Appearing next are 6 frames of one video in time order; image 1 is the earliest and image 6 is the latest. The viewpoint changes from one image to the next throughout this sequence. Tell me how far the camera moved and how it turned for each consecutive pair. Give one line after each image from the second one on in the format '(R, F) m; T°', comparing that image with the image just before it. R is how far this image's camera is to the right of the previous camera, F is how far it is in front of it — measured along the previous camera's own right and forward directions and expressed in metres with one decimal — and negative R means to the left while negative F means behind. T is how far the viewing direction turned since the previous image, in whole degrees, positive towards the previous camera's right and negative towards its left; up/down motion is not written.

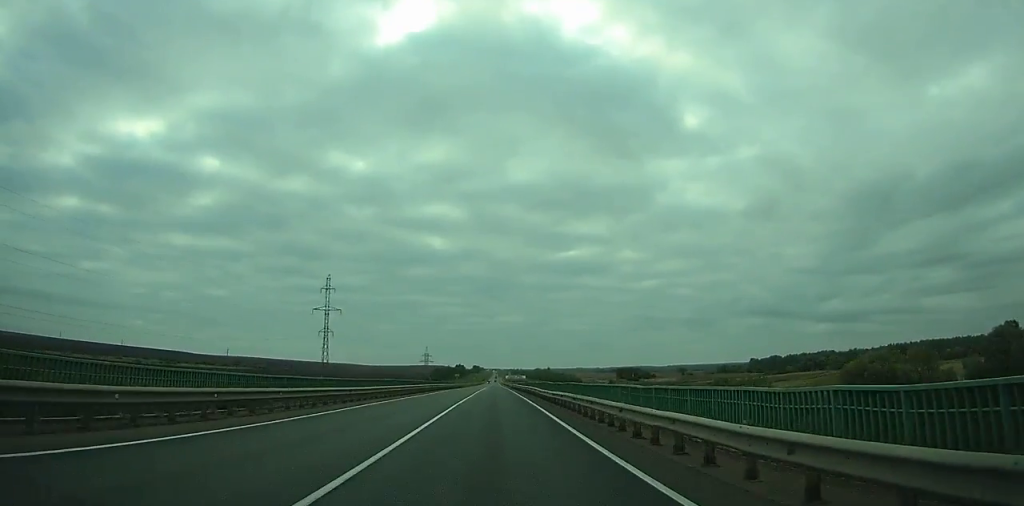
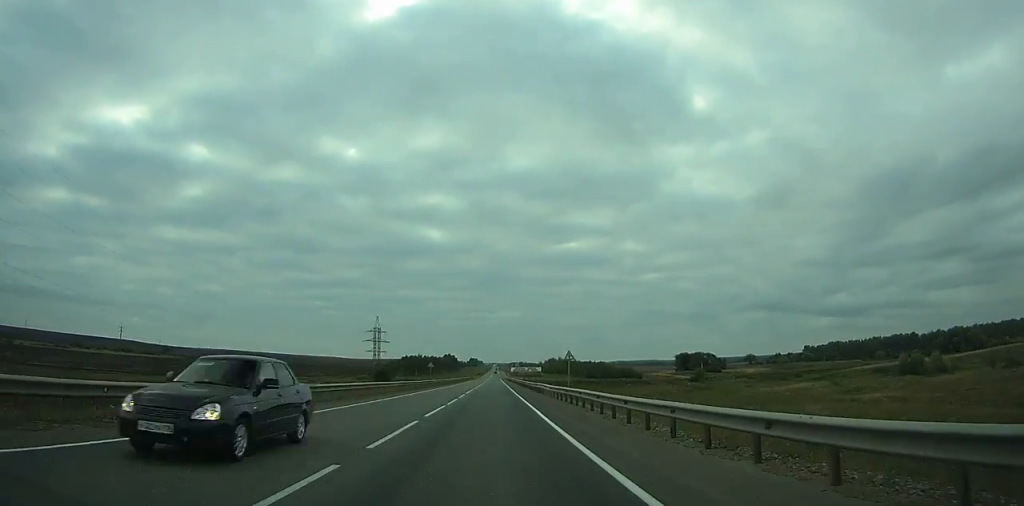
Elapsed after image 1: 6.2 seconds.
(-0.2, +173.5) m; 0°
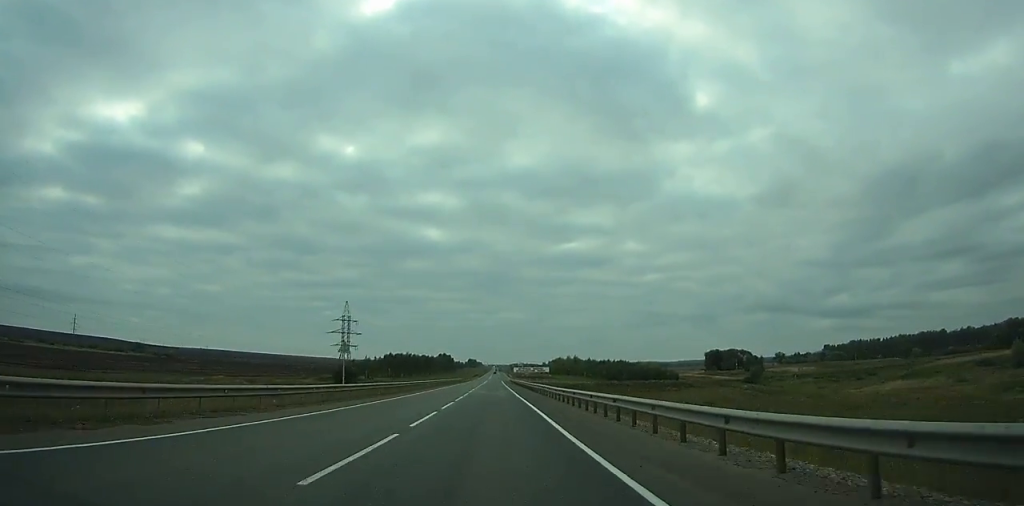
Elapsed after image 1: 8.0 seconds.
(0.0, +50.4) m; 0°
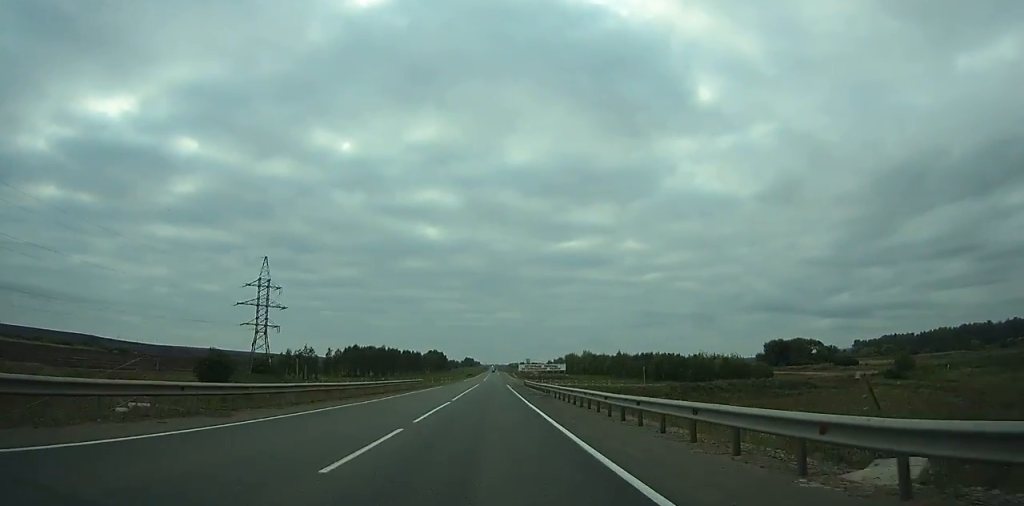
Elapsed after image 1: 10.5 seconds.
(+0.1, +69.9) m; 0°
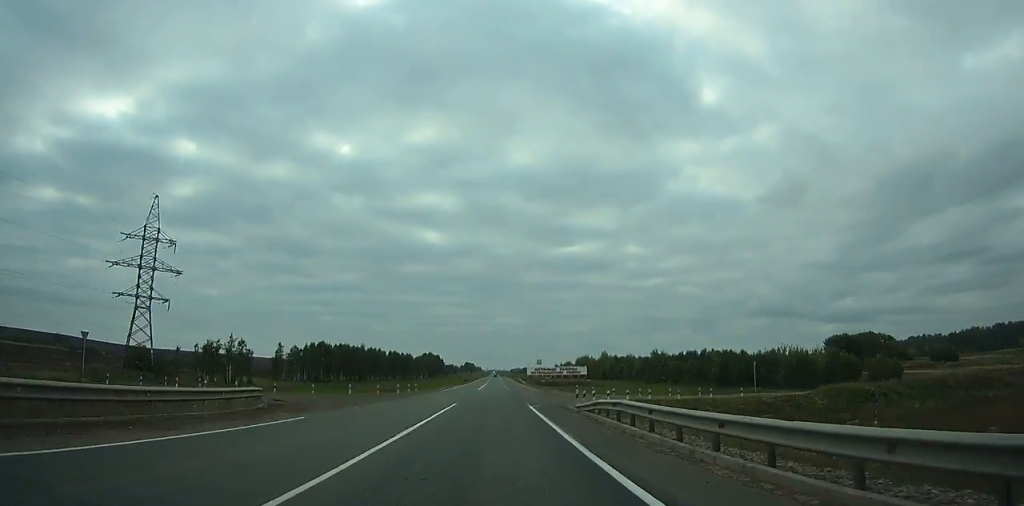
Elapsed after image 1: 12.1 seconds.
(0.0, +44.7) m; 0°
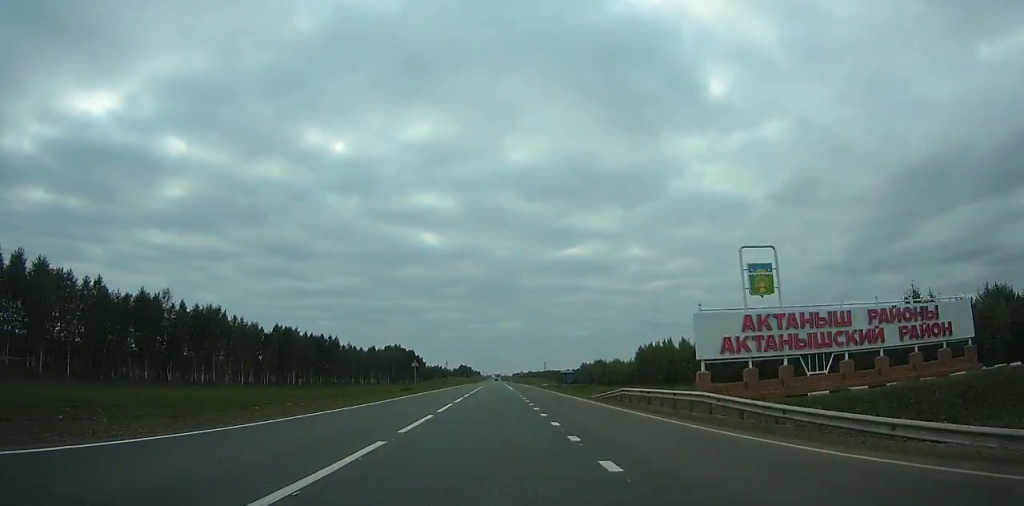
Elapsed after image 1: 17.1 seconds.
(+0.1, +139.4) m; 0°
